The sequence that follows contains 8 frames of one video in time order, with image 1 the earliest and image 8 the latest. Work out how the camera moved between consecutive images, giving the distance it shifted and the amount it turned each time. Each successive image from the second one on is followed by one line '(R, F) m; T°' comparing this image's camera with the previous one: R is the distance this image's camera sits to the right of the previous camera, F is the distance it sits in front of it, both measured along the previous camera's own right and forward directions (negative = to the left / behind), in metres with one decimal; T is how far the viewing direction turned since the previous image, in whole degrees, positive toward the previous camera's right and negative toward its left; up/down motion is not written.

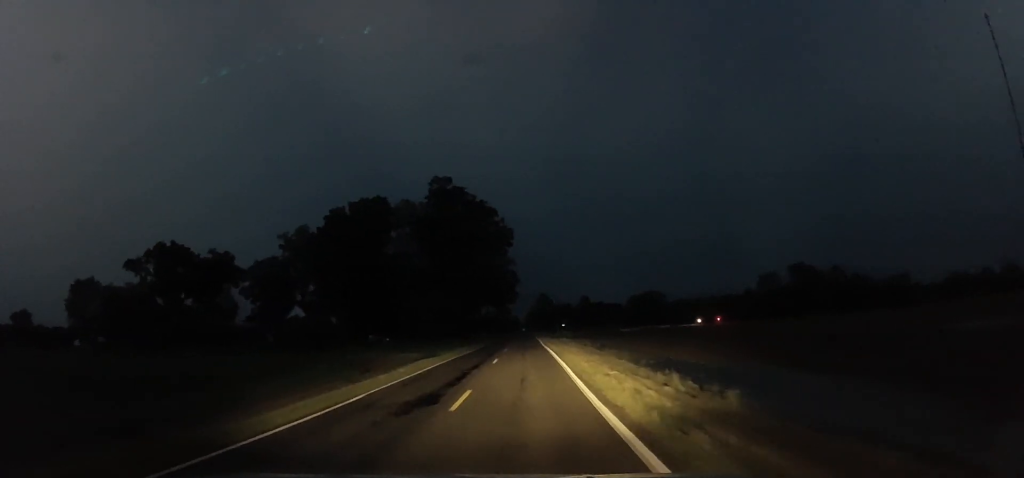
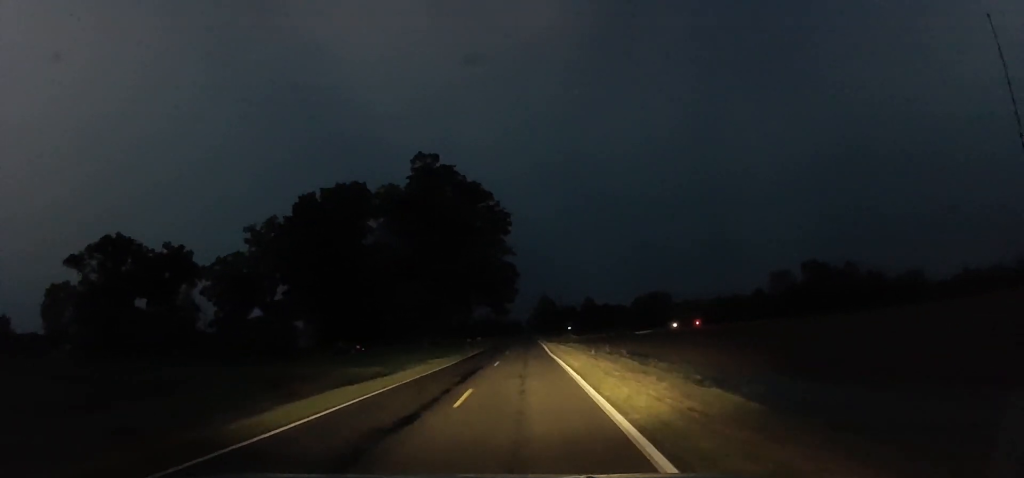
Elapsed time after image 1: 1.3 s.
(-0.6, +14.0) m; -3°
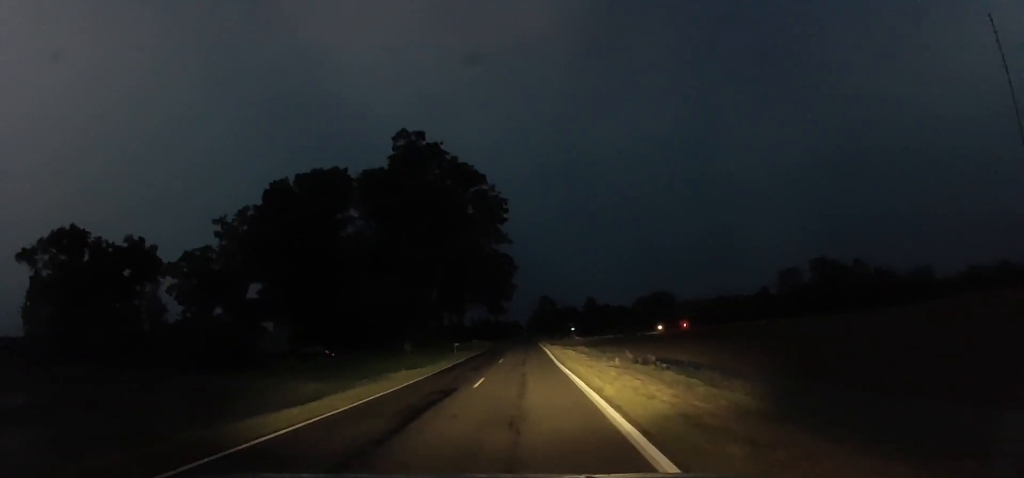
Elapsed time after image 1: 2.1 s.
(0.0, +9.5) m; 0°
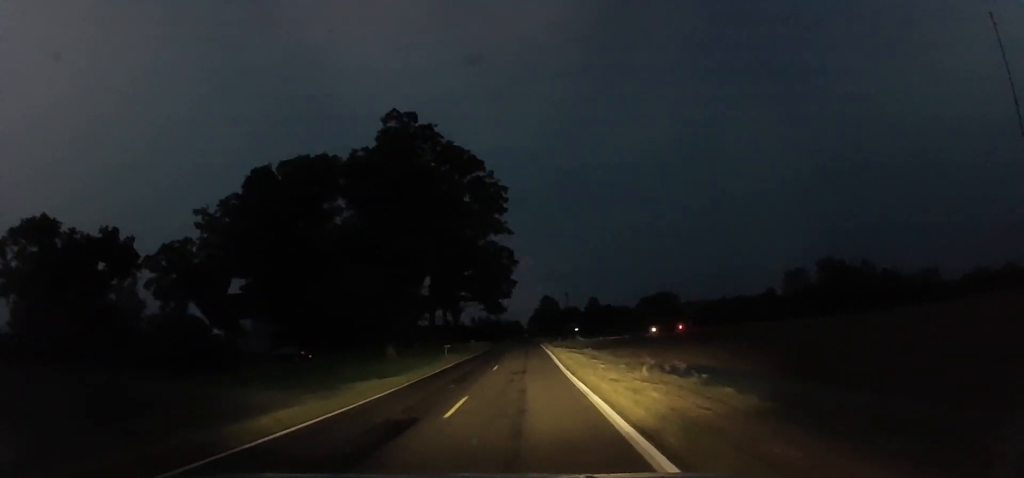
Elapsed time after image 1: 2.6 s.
(0.0, +5.9) m; 0°
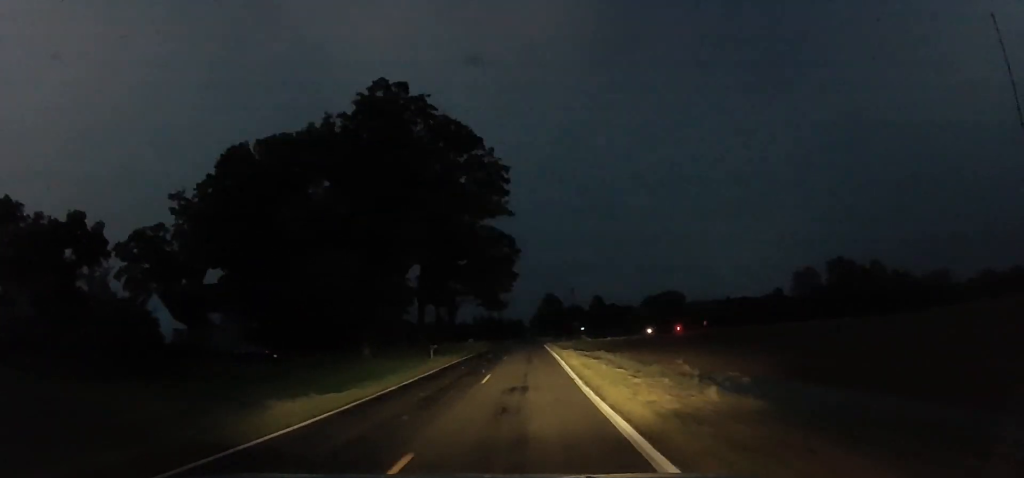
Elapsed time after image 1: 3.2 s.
(0.0, +7.4) m; 0°
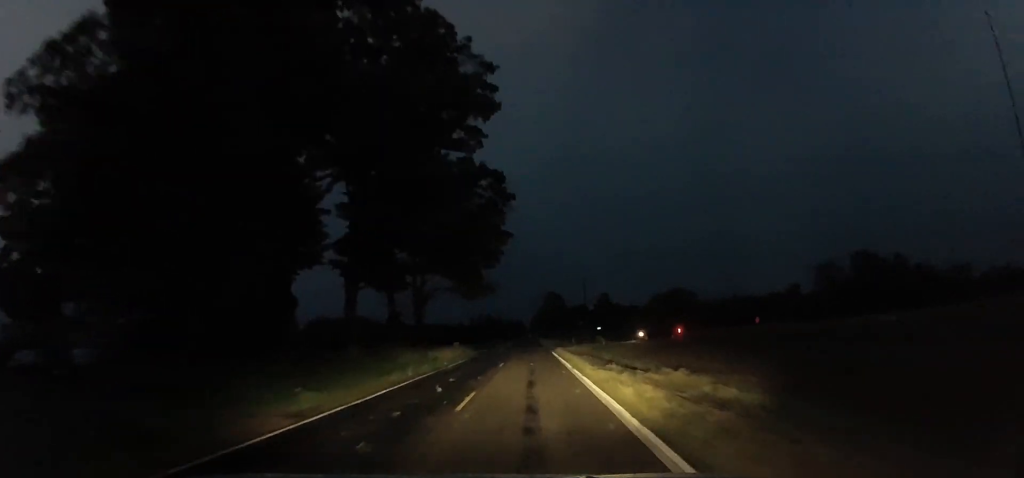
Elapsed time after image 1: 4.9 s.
(0.0, +22.5) m; 0°
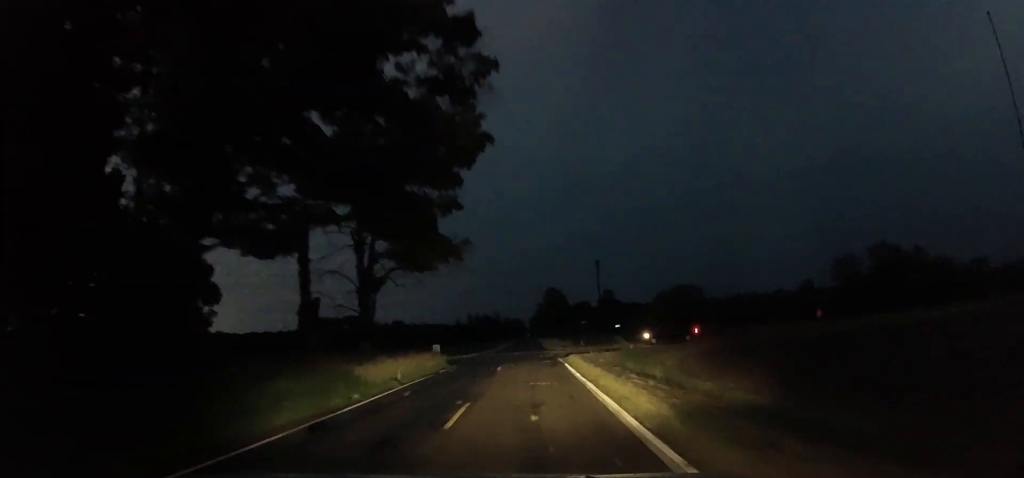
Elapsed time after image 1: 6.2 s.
(0.0, +17.0) m; 0°
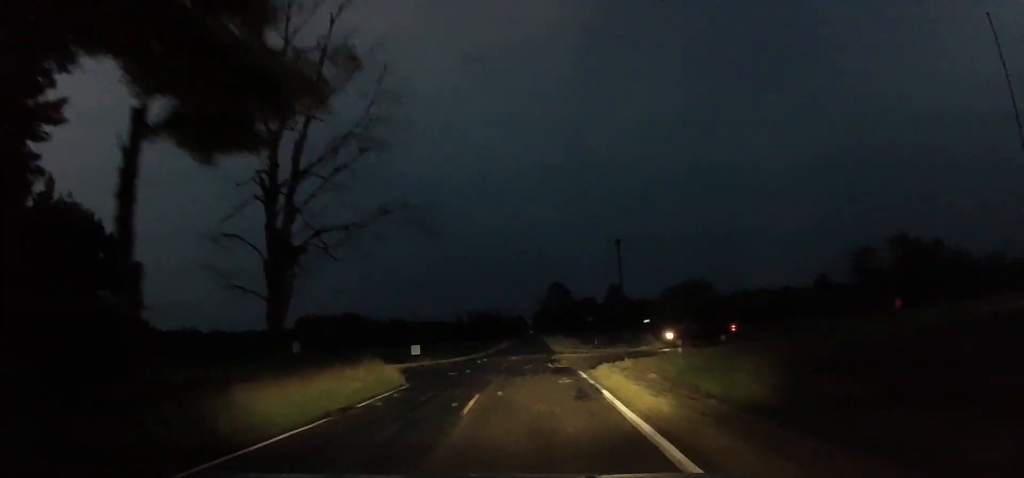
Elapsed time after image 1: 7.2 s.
(0.0, +13.4) m; 0°
